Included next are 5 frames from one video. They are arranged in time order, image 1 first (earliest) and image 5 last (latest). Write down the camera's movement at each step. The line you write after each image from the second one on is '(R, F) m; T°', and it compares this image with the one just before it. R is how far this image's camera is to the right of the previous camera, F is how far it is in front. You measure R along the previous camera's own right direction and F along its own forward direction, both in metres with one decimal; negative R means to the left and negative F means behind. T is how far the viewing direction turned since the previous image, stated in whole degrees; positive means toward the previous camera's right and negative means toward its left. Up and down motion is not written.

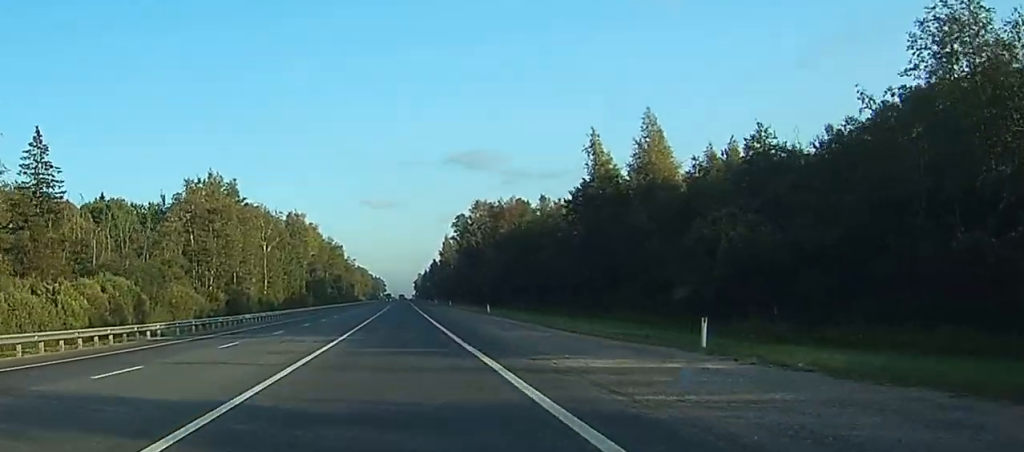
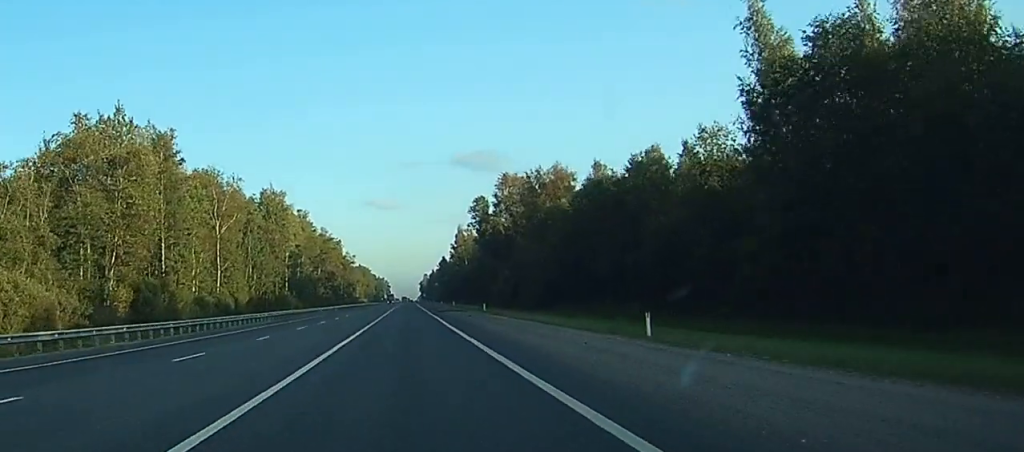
(-0.1, +44.0) m; -1°
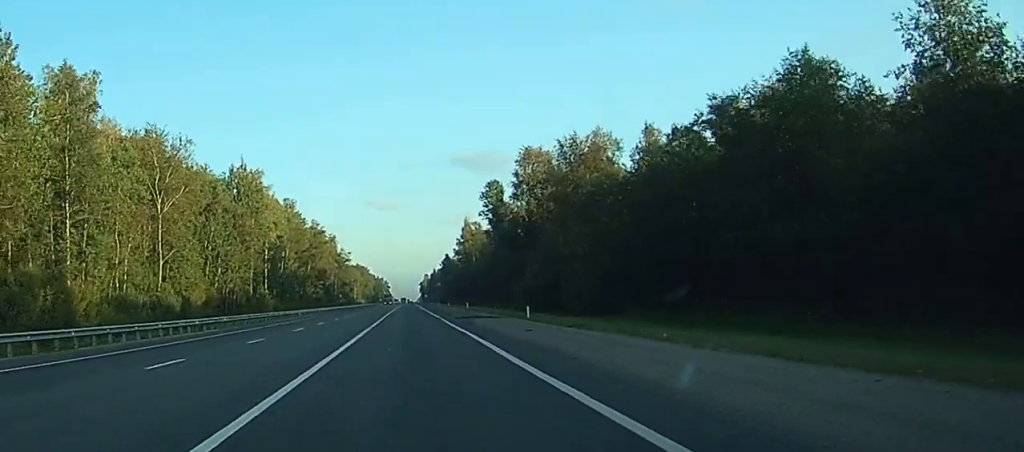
(-0.1, +27.0) m; 0°
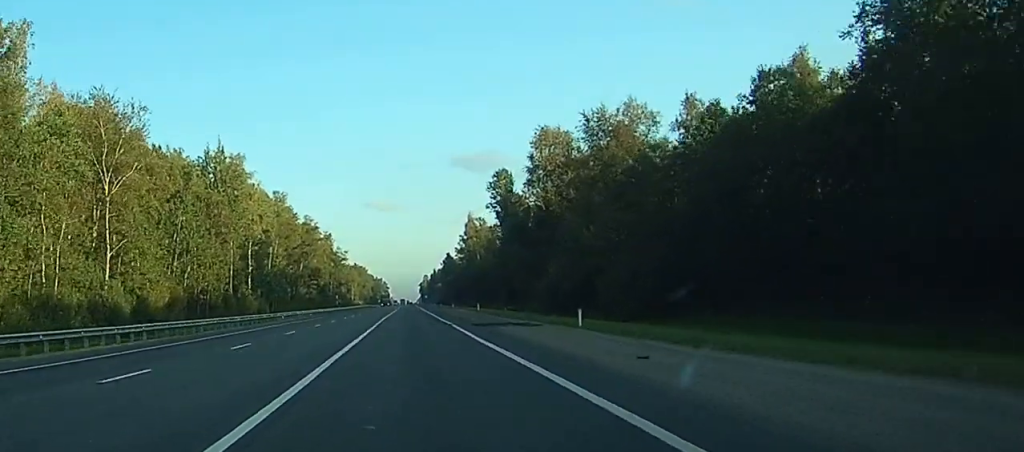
(0.0, +15.2) m; 0°
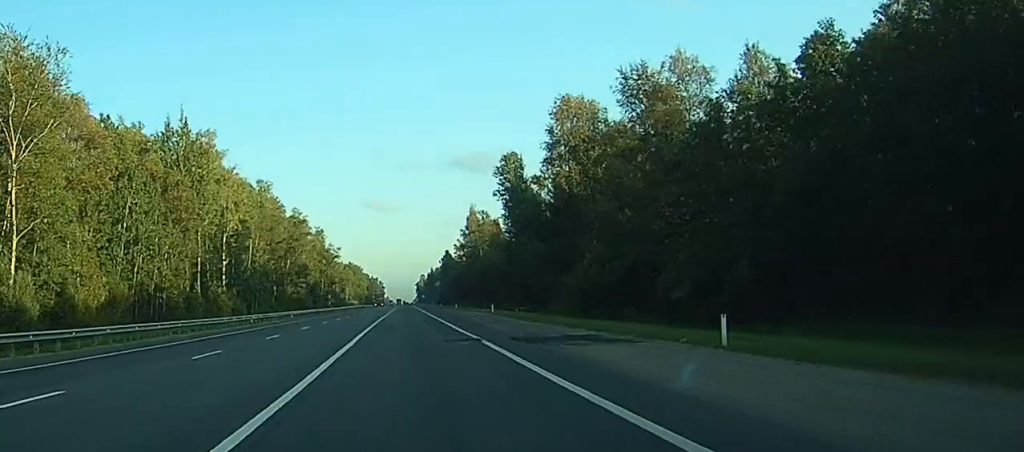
(0.0, +17.0) m; 0°
